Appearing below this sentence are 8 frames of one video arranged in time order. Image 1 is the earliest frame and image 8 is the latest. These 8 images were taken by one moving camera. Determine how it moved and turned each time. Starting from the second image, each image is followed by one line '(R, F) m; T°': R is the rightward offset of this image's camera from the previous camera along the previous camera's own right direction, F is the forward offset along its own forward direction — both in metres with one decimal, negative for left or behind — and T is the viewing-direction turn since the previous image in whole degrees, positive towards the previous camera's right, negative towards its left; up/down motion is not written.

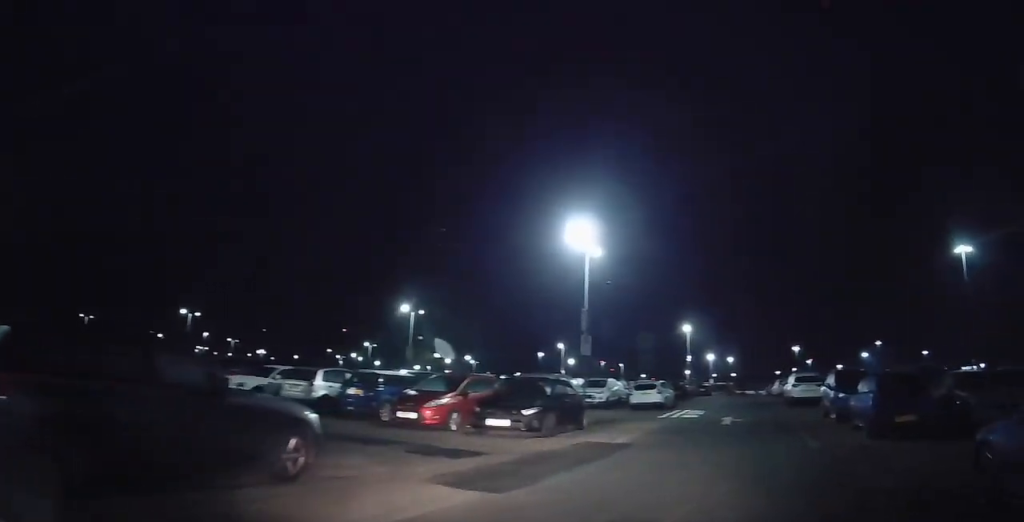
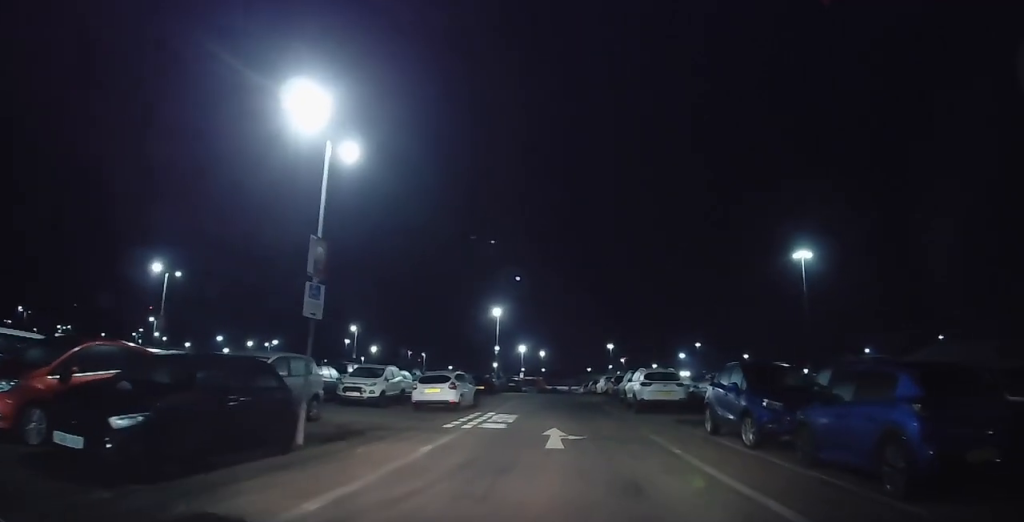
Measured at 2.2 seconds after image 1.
(+1.6, +7.3) m; +10°
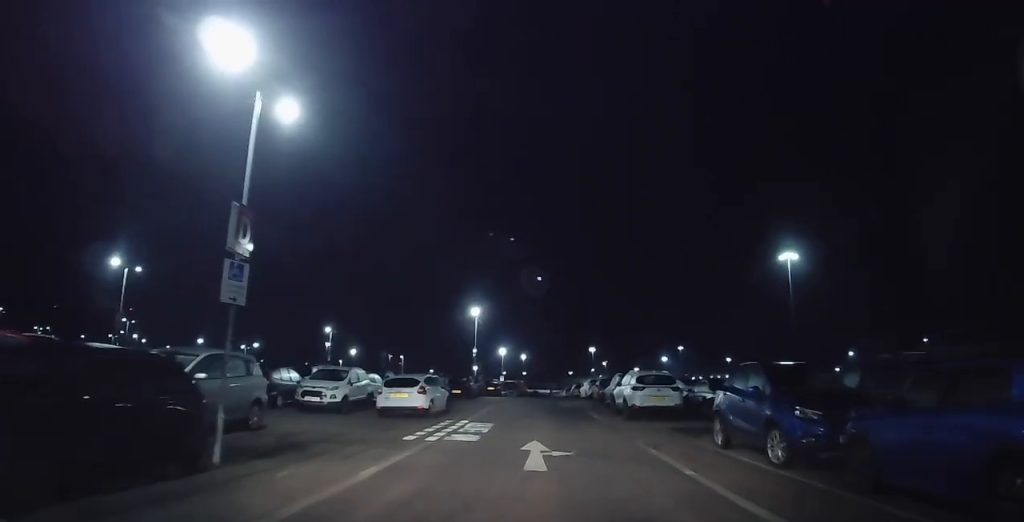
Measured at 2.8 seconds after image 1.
(-0.3, +2.1) m; -5°
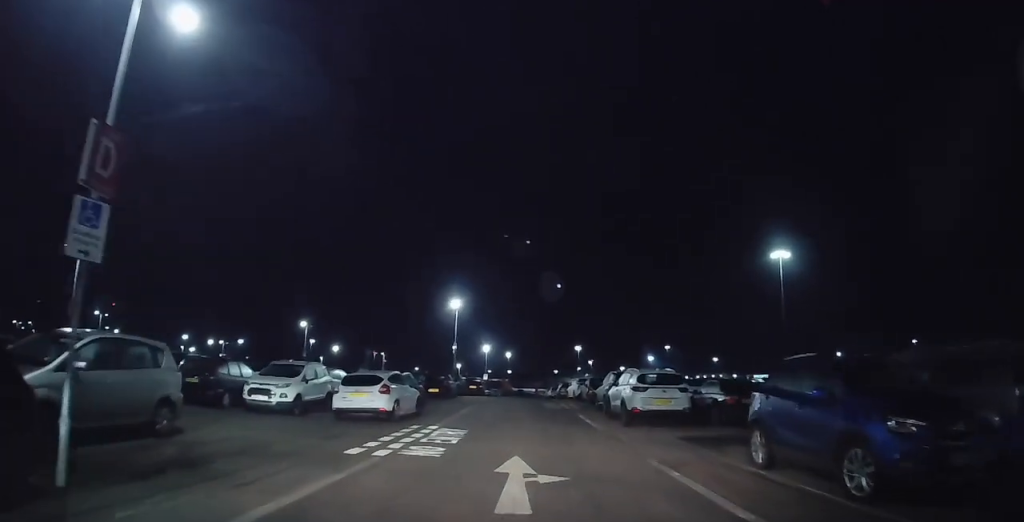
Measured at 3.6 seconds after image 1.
(-0.1, +2.8) m; +3°
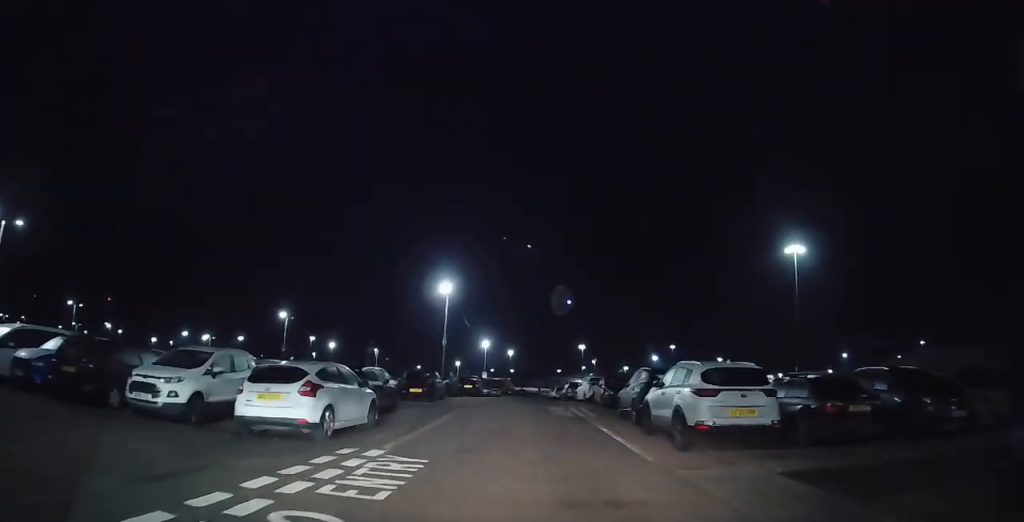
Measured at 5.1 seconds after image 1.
(+0.8, +5.4) m; +8°
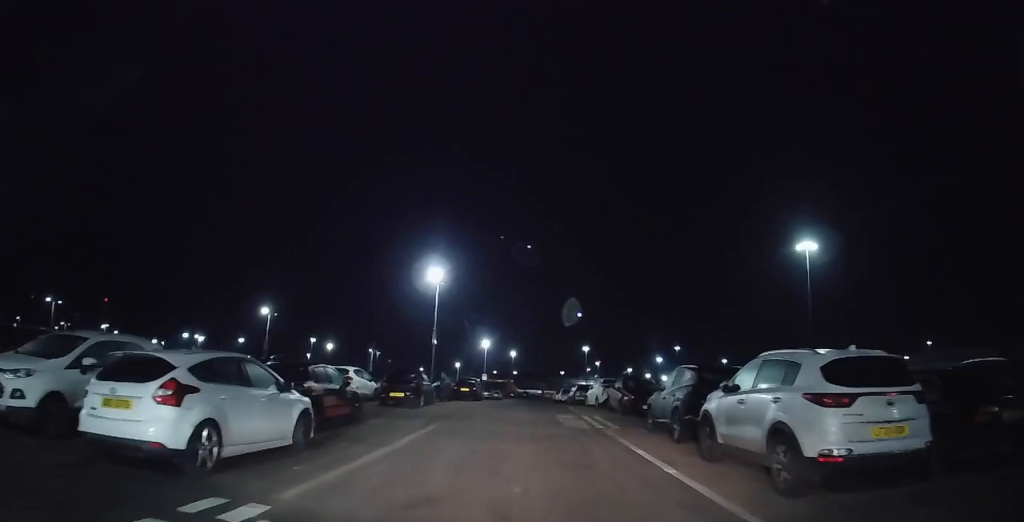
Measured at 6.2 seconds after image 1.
(-0.4, +4.1) m; 0°
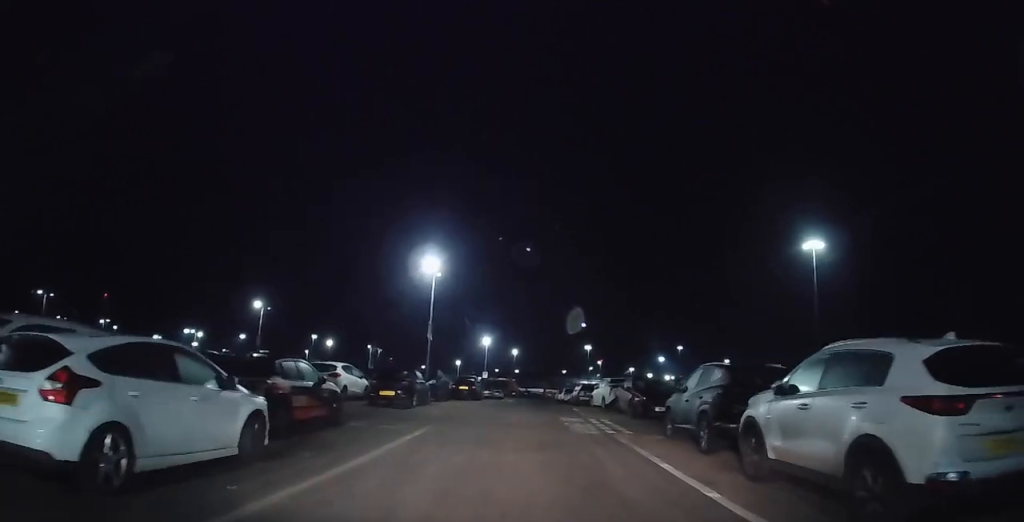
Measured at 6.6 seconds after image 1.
(+0.2, +1.7) m; -1°
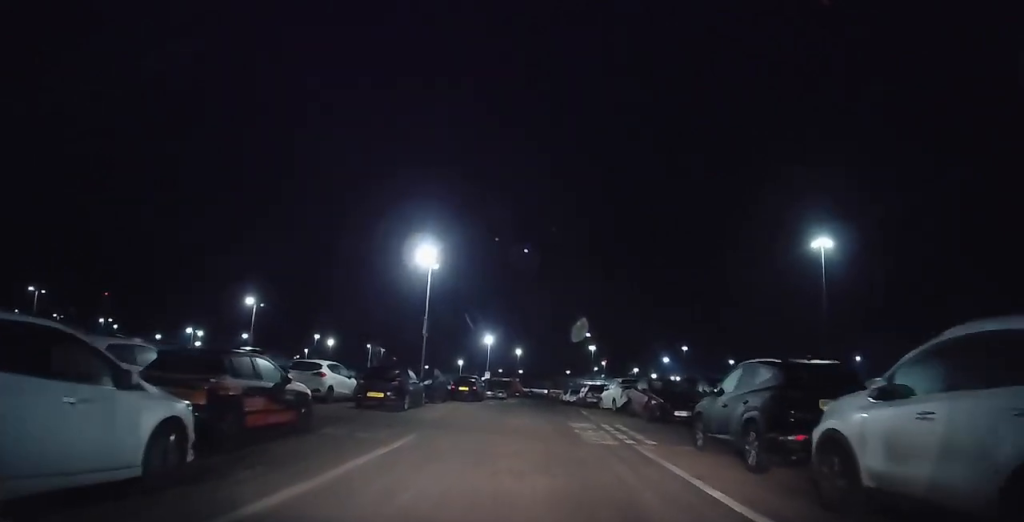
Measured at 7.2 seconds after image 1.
(+0.2, +1.9) m; -2°
